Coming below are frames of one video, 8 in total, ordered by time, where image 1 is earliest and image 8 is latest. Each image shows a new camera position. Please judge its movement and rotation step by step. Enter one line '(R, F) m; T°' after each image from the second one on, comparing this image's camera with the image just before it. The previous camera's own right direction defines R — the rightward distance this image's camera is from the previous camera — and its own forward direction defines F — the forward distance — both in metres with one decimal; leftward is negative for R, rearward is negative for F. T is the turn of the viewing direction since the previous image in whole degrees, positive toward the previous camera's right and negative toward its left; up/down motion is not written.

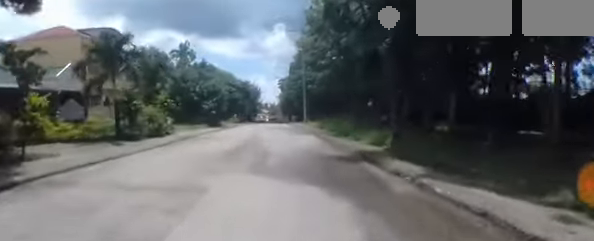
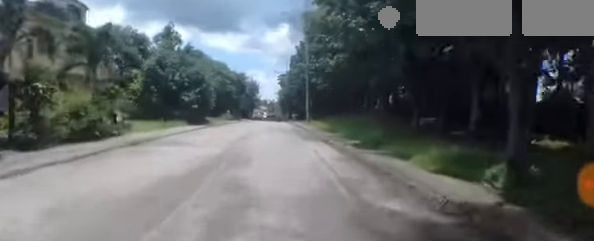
(+0.3, +5.0) m; 0°
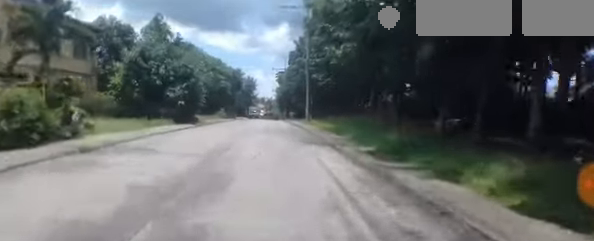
(-0.1, +2.3) m; -1°
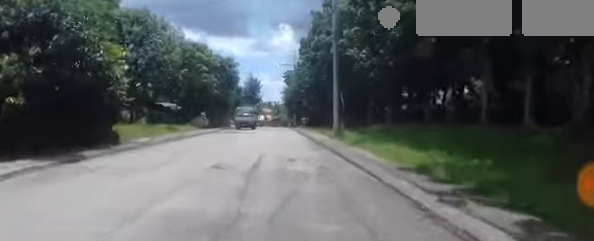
(+0.3, +12.6) m; +6°
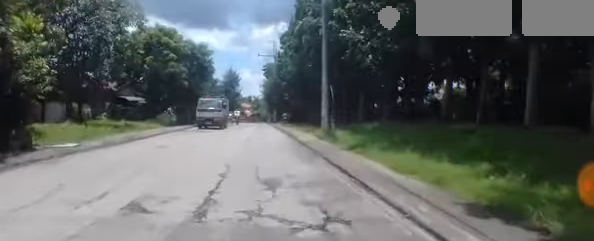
(-0.1, +3.7) m; -3°
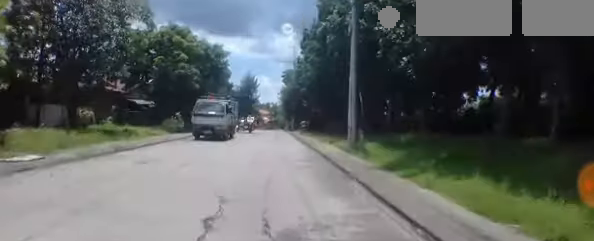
(0.0, +2.7) m; -2°
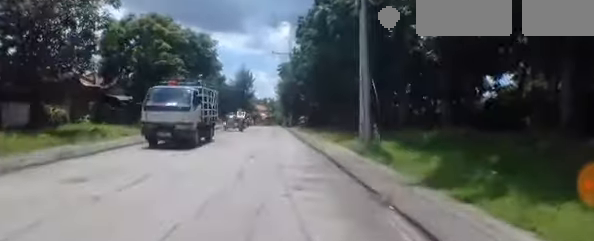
(-0.1, +3.4) m; -1°
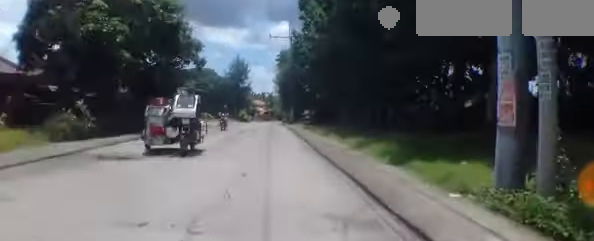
(-0.1, +10.1) m; -1°
